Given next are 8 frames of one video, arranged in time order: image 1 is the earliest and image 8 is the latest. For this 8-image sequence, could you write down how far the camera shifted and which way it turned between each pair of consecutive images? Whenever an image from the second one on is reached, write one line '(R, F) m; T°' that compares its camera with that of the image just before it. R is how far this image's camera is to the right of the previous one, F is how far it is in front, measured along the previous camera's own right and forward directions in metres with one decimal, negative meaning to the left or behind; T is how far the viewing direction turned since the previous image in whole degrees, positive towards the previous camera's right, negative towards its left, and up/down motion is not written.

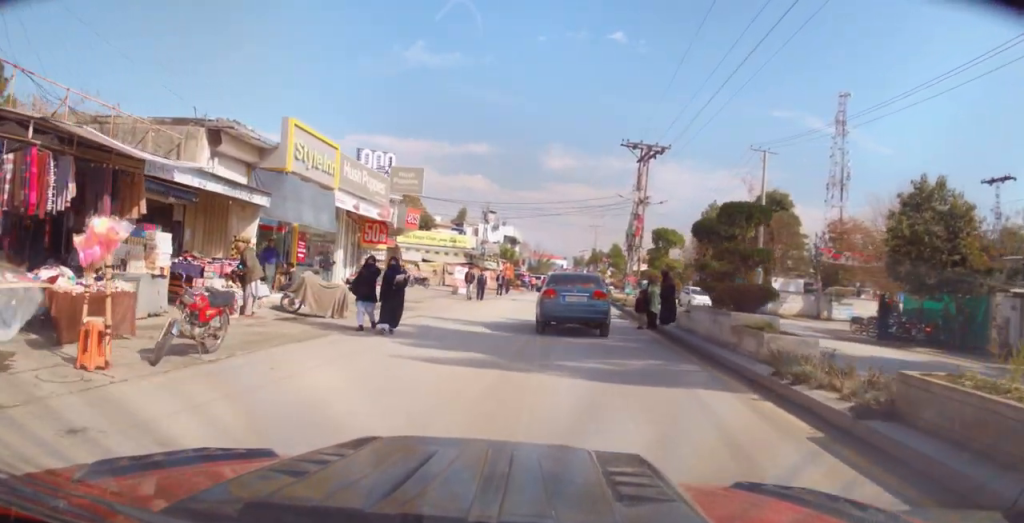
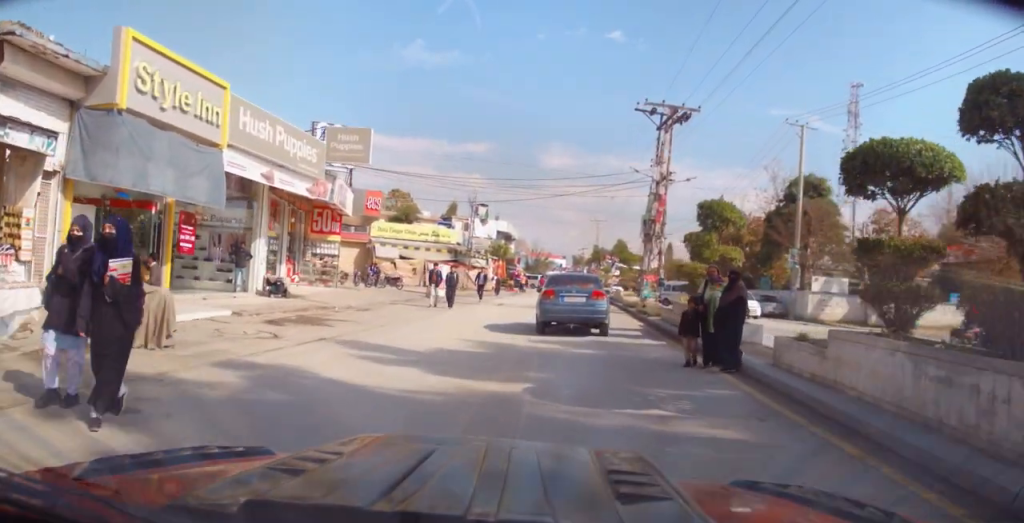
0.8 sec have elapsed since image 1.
(-0.5, +7.7) m; 0°
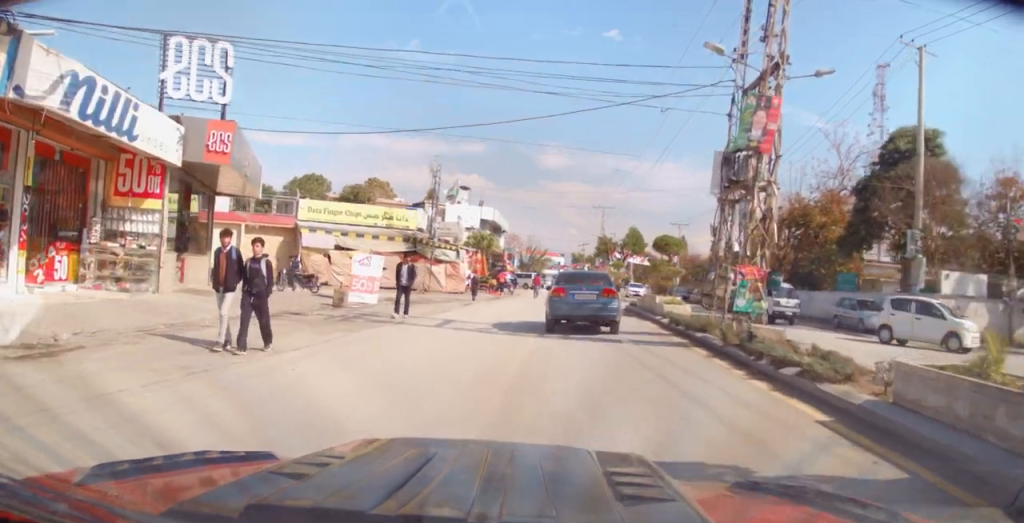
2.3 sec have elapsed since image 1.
(+0.3, +13.8) m; -1°
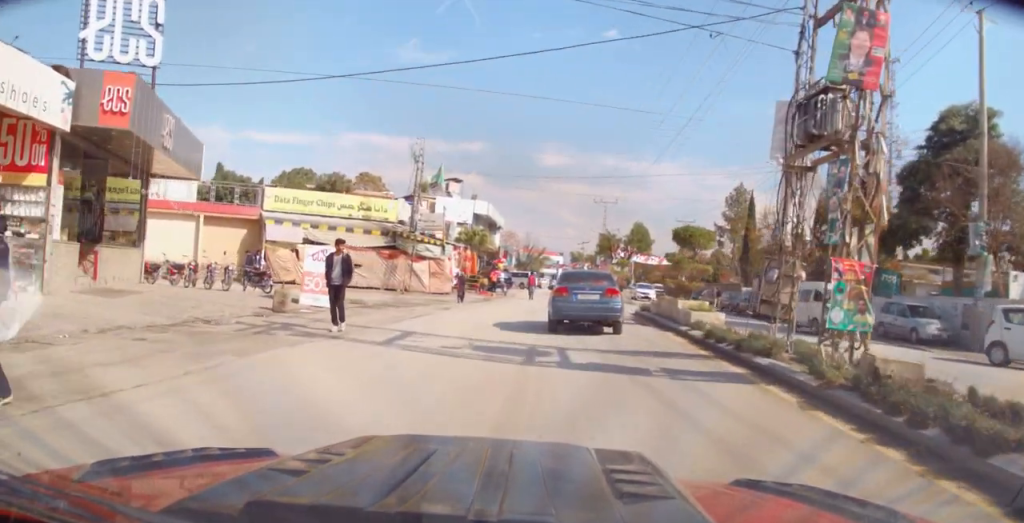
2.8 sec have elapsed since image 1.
(-0.2, +4.5) m; -1°
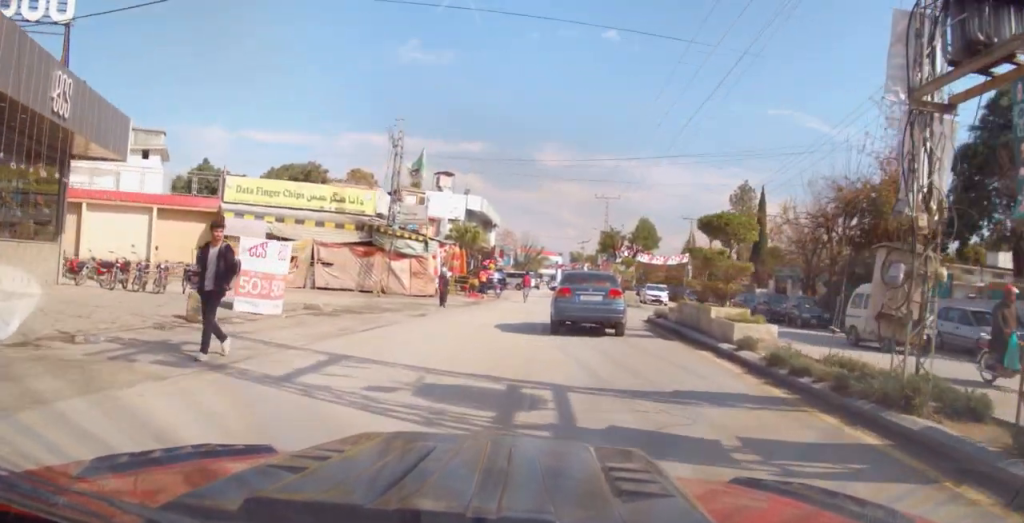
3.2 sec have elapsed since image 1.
(-0.1, +3.9) m; 0°
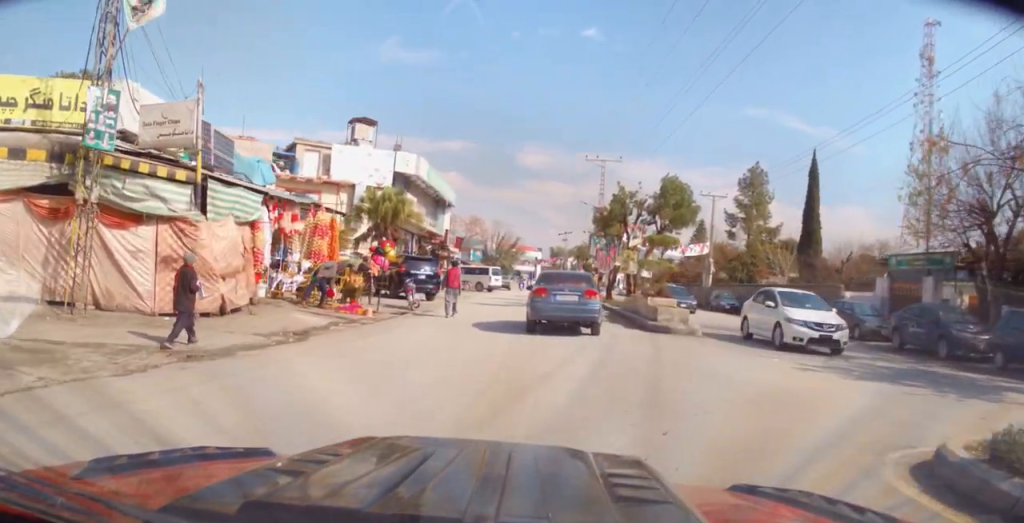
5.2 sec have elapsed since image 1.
(+1.2, +18.7) m; +5°
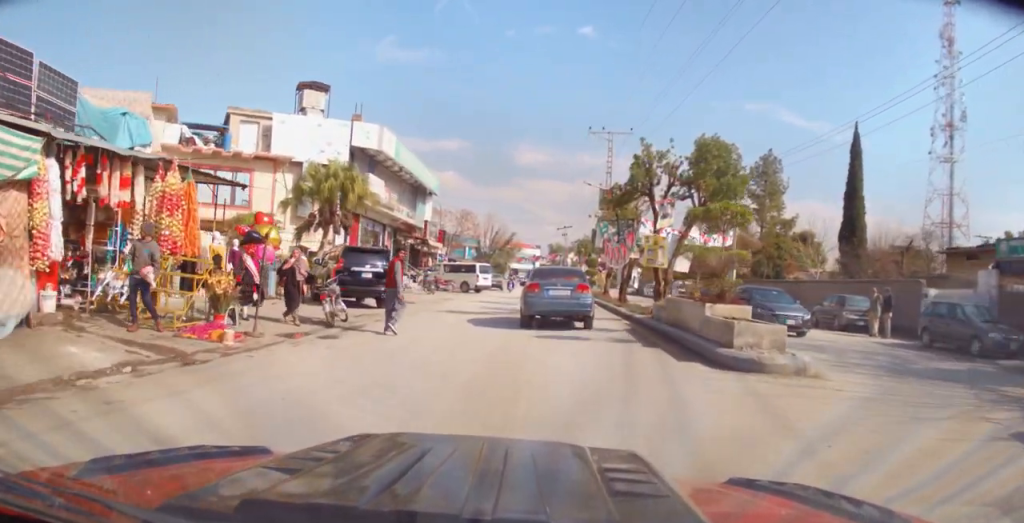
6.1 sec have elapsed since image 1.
(0.0, +7.5) m; -3°
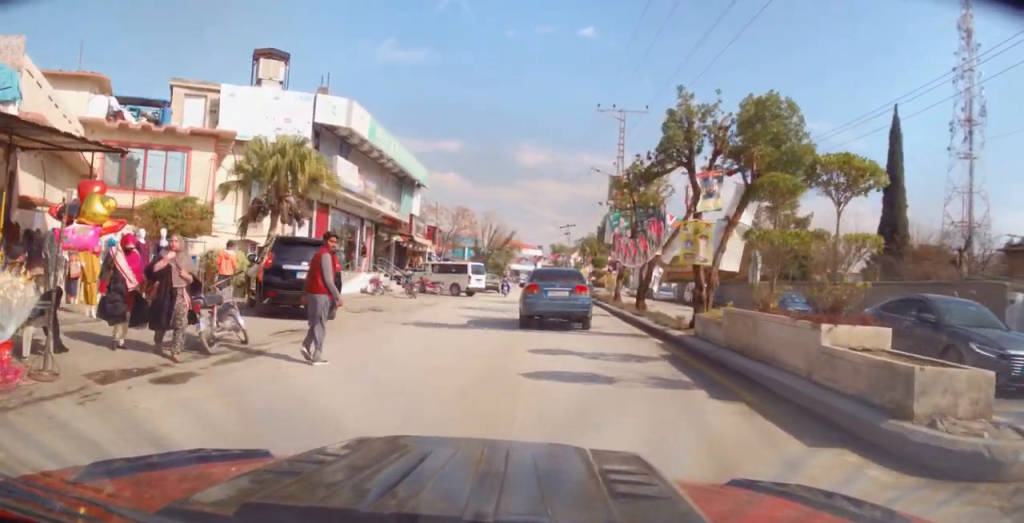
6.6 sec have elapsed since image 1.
(-0.3, +5.0) m; 0°
